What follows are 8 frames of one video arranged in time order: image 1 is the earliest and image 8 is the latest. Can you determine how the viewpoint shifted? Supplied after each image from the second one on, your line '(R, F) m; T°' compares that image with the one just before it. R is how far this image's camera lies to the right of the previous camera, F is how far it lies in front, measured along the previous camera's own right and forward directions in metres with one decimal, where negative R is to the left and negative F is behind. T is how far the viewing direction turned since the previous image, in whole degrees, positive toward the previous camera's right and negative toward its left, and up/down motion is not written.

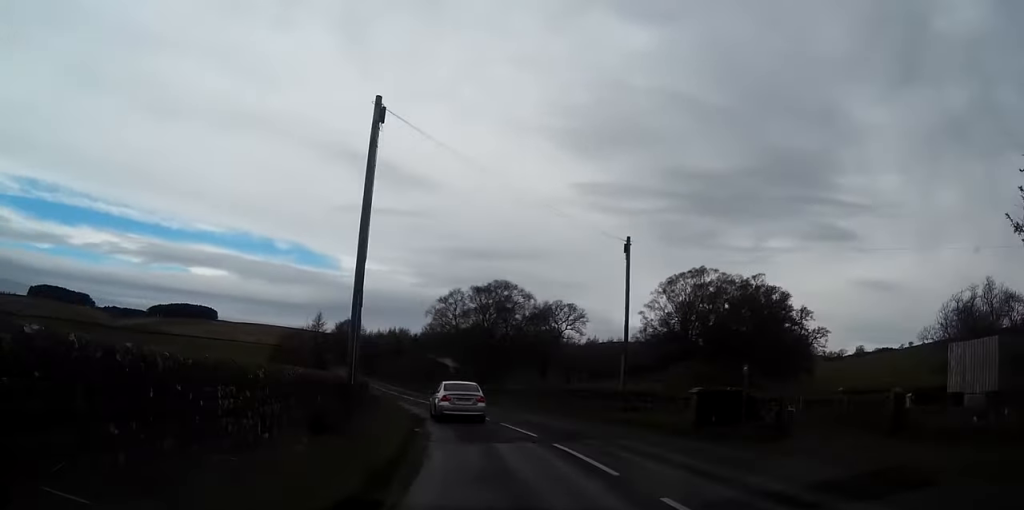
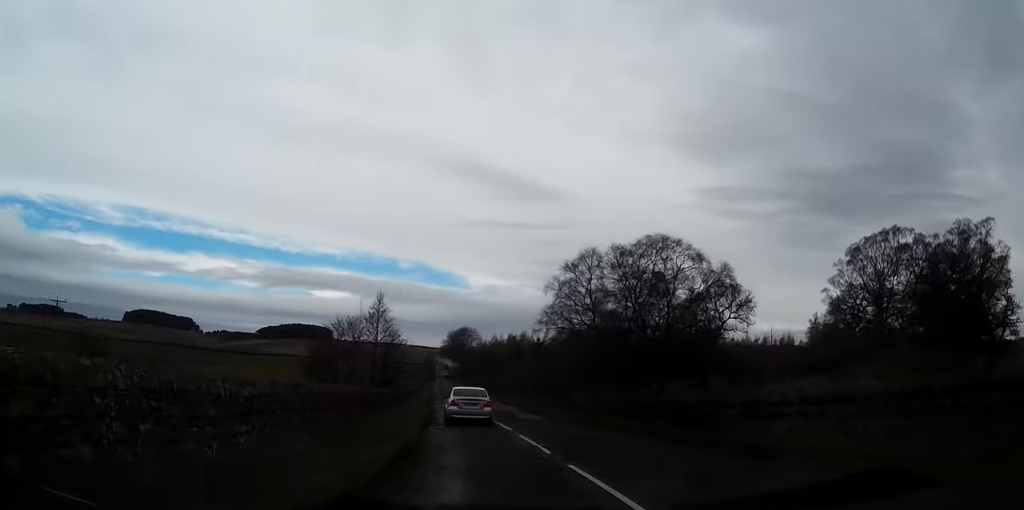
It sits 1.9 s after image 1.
(-2.2, +29.8) m; -7°
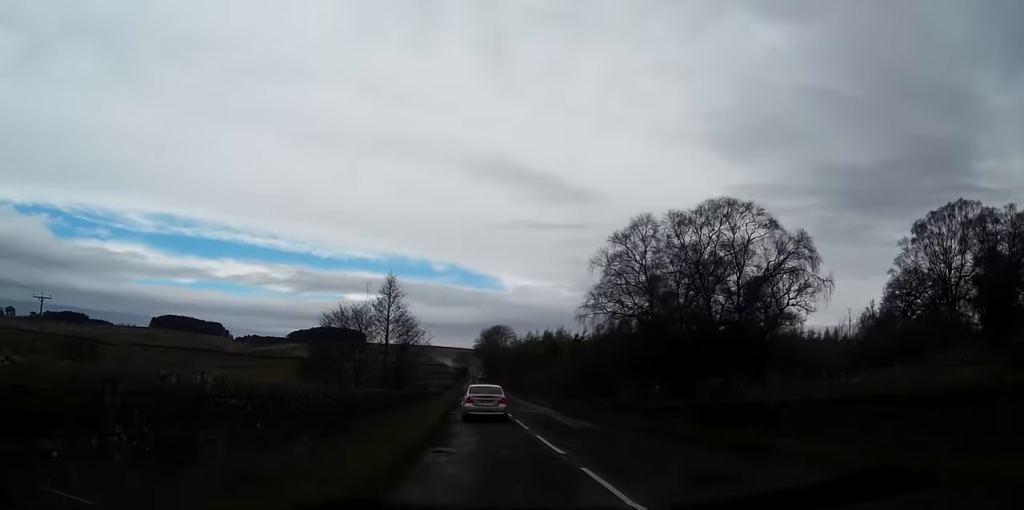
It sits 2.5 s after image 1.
(+0.2, +9.8) m; -2°
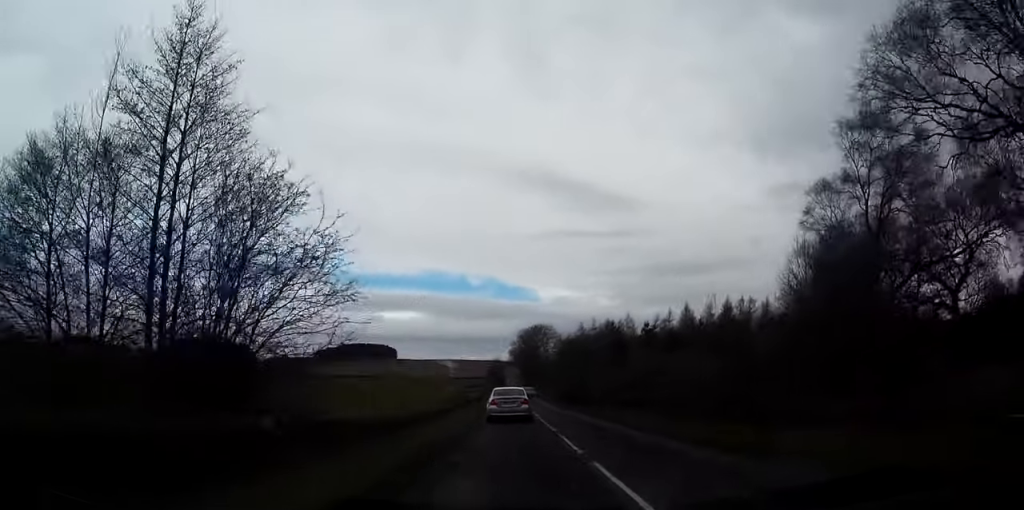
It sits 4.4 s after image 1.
(-2.2, +34.3) m; -4°
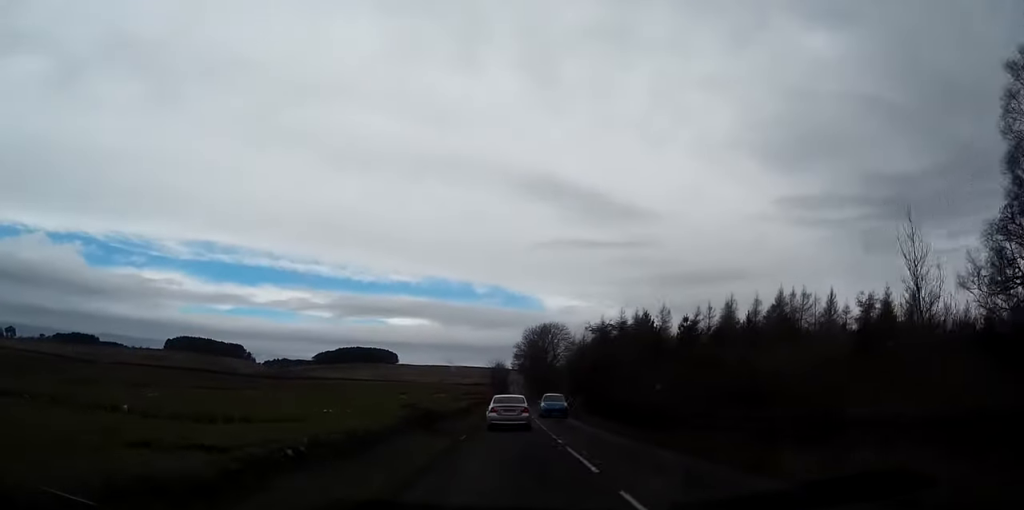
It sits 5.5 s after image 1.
(0.0, +19.5) m; 0°
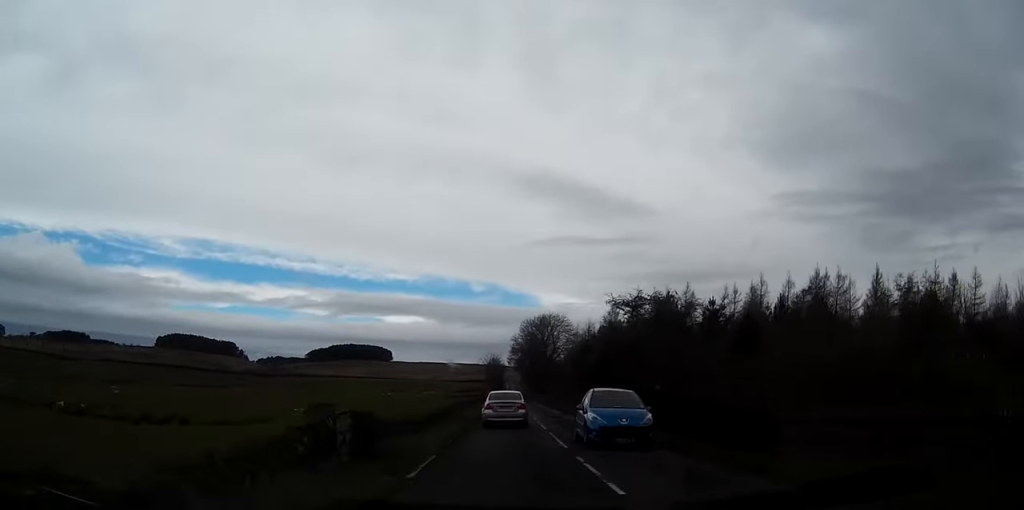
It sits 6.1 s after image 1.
(0.0, +12.0) m; 0°
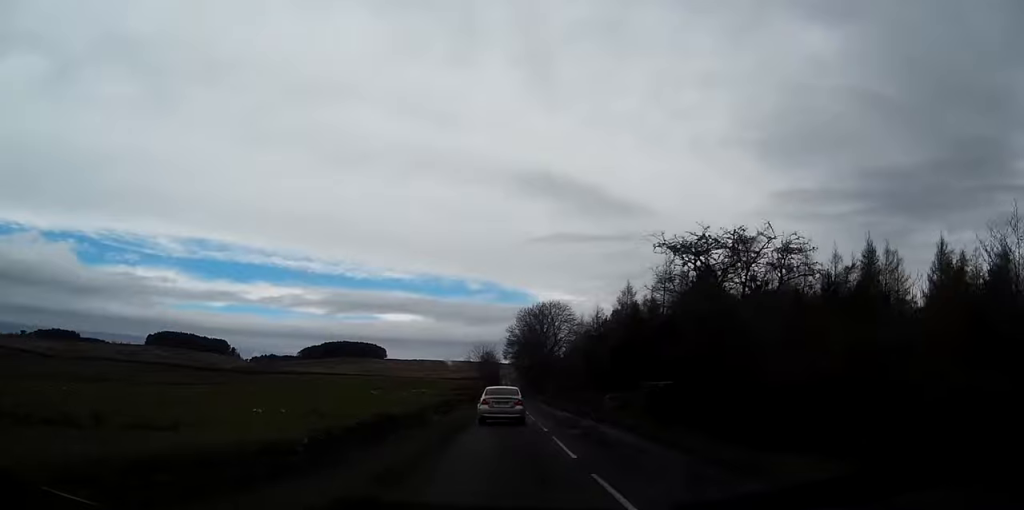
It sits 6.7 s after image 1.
(0.0, +12.9) m; 0°
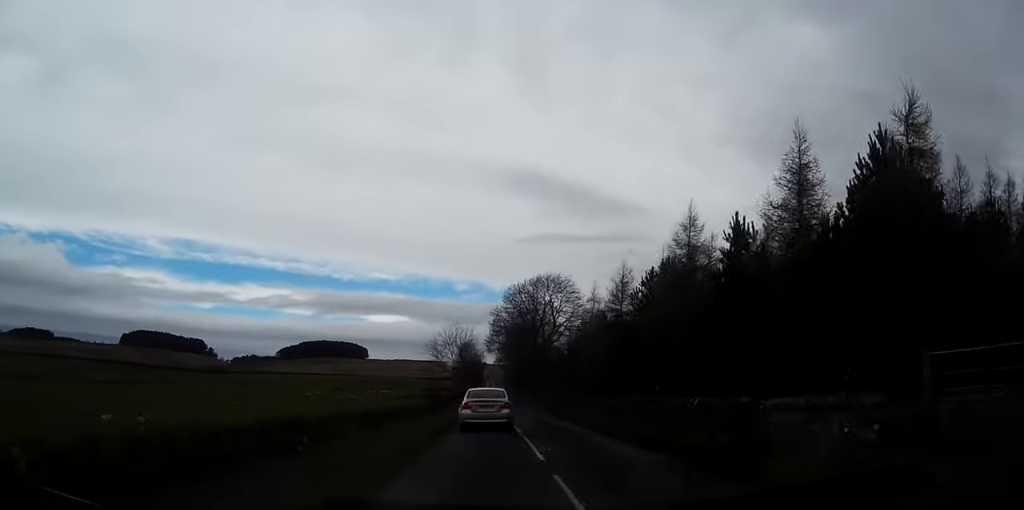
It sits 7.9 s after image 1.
(+0.3, +26.4) m; +1°
